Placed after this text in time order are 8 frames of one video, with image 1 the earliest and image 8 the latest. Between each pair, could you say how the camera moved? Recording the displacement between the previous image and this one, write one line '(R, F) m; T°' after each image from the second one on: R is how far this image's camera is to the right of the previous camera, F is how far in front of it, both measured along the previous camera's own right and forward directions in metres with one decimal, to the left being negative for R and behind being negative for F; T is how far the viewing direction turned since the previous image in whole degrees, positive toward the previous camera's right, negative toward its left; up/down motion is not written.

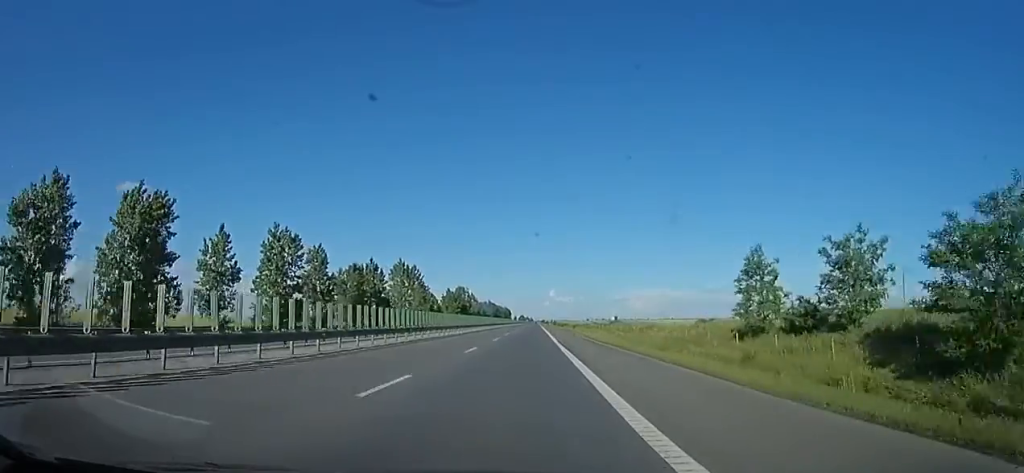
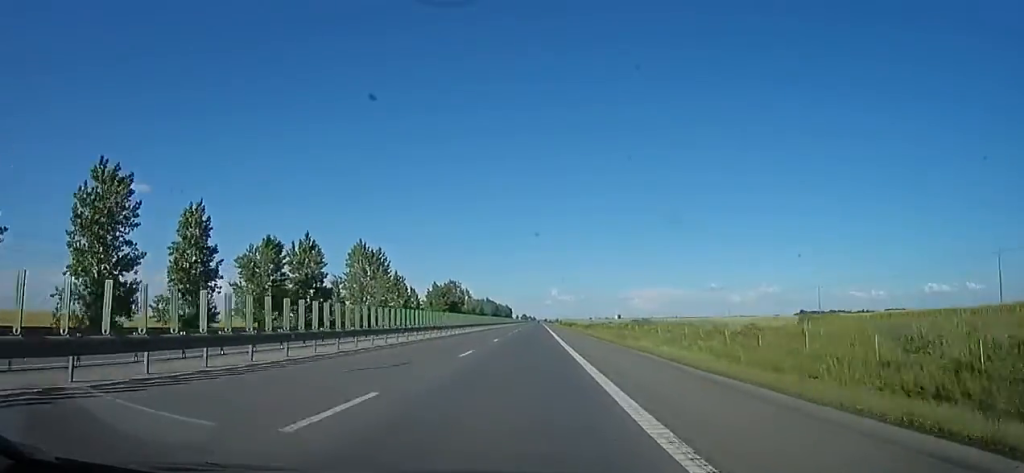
(+0.2, +30.1) m; 0°
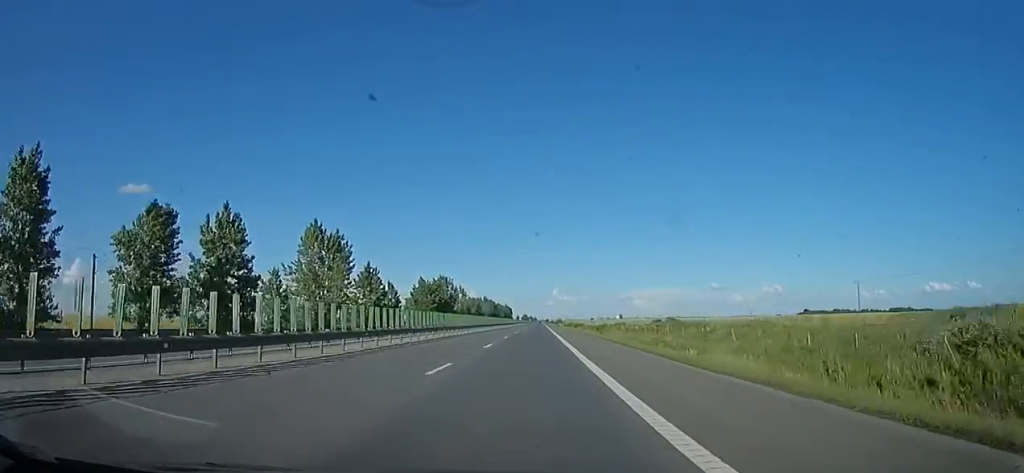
(-0.2, +21.0) m; 0°
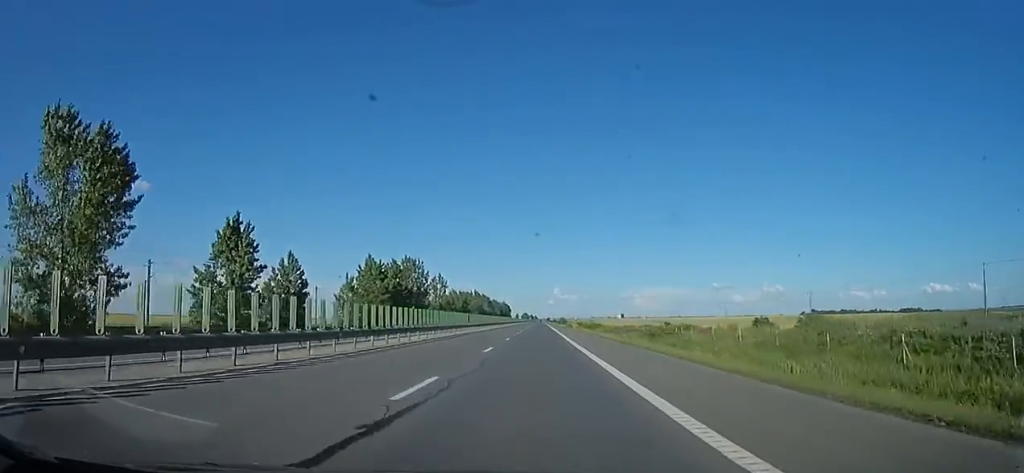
(-0.1, +43.0) m; 0°
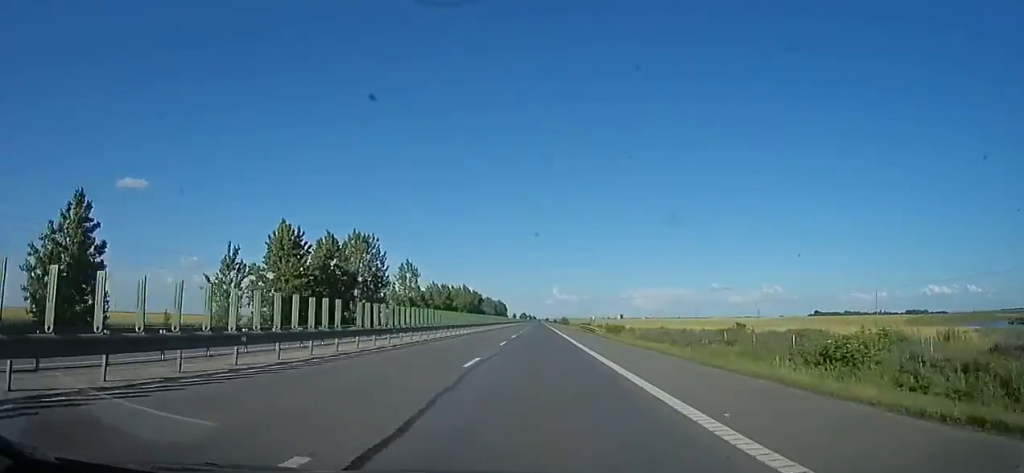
(0.0, +31.9) m; 0°
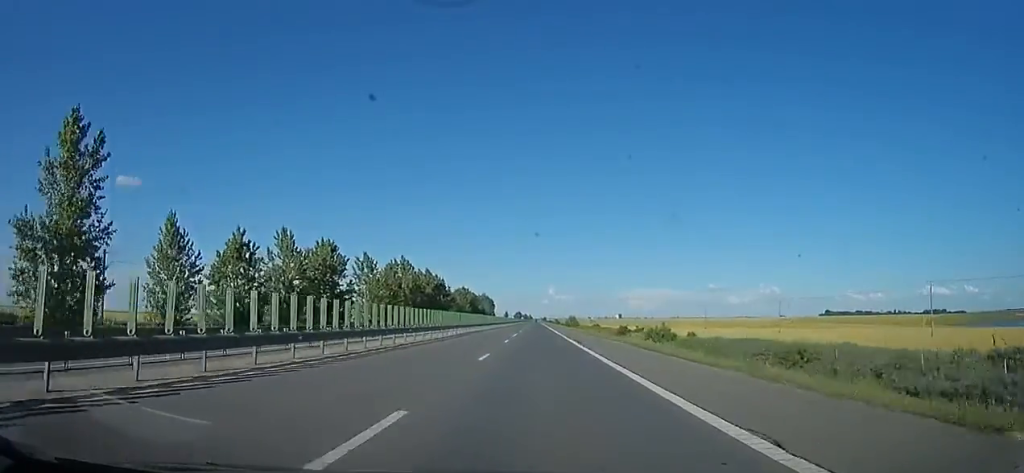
(+0.1, +78.7) m; +1°
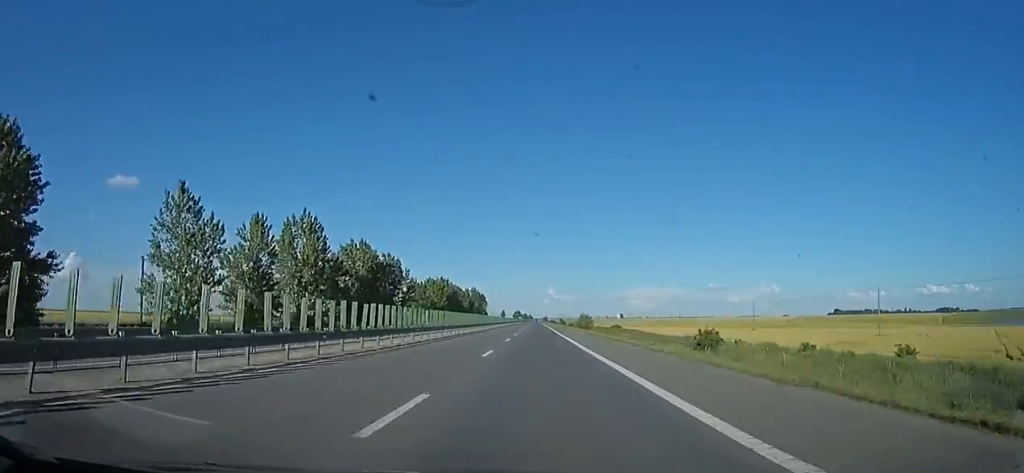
(+0.4, +39.8) m; 0°
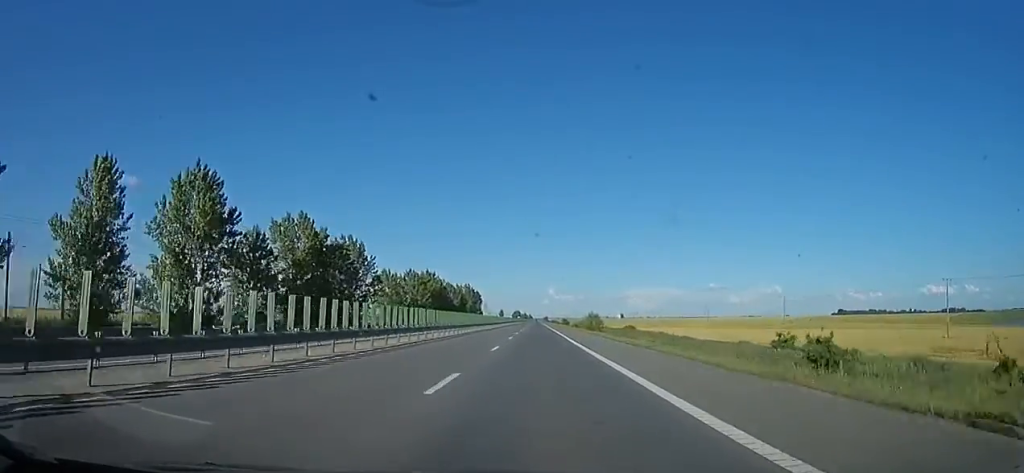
(+0.2, +17.6) m; -1°
